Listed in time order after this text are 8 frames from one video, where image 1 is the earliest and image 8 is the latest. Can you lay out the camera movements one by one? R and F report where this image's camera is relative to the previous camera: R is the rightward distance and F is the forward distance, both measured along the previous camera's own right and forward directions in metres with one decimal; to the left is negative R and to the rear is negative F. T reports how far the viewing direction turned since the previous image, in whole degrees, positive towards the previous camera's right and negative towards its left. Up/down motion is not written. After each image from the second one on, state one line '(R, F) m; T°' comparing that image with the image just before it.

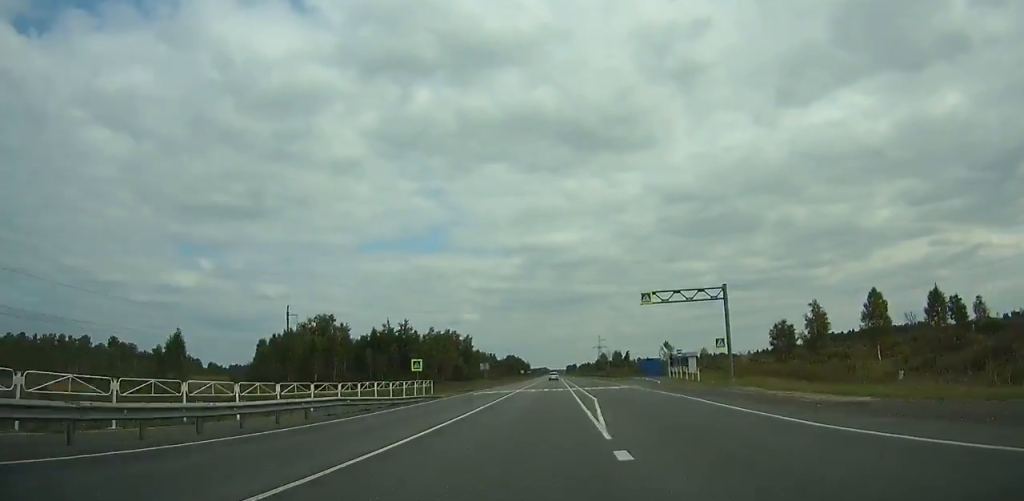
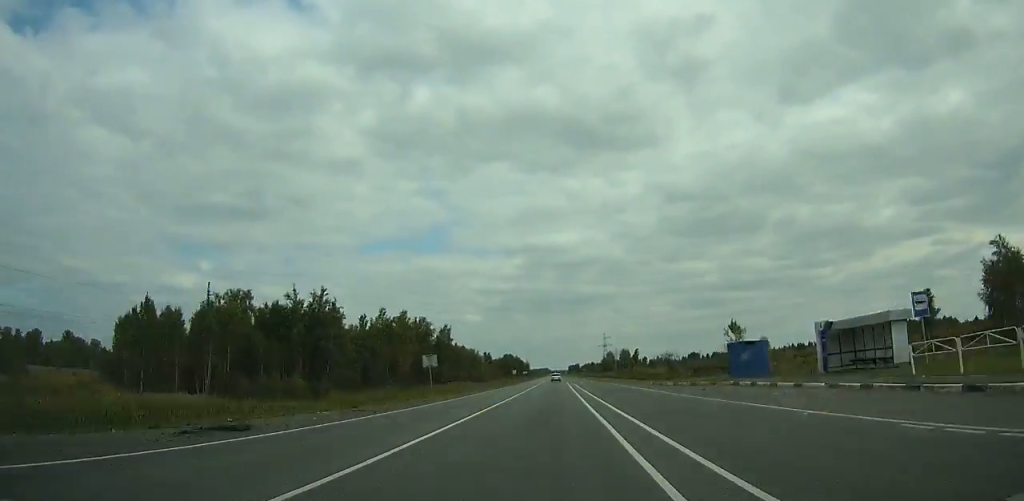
(-0.1, +42.6) m; 0°
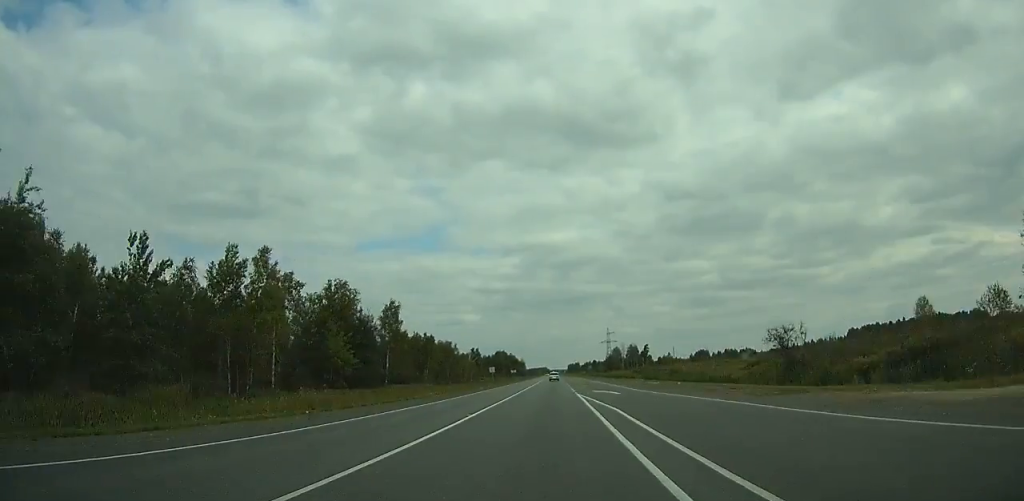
(0.0, +49.7) m; 0°
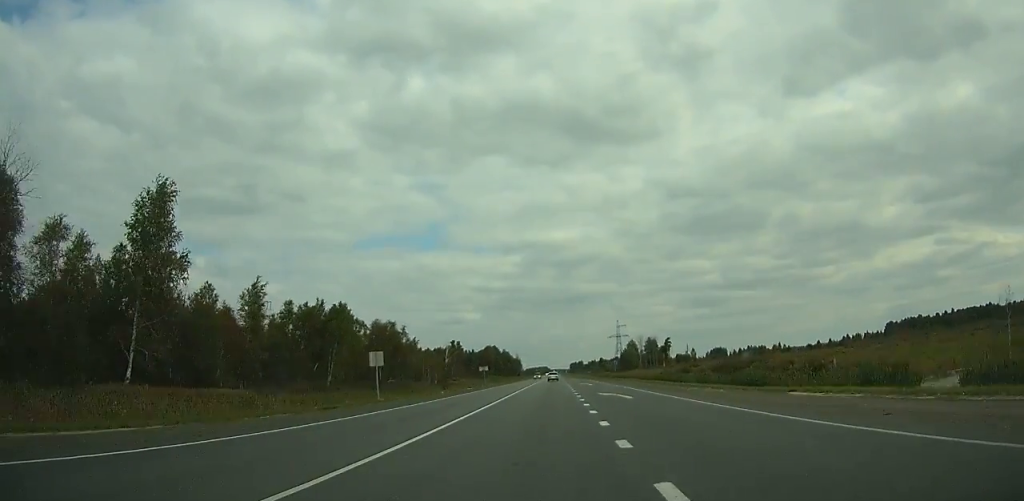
(+0.1, +66.0) m; 0°
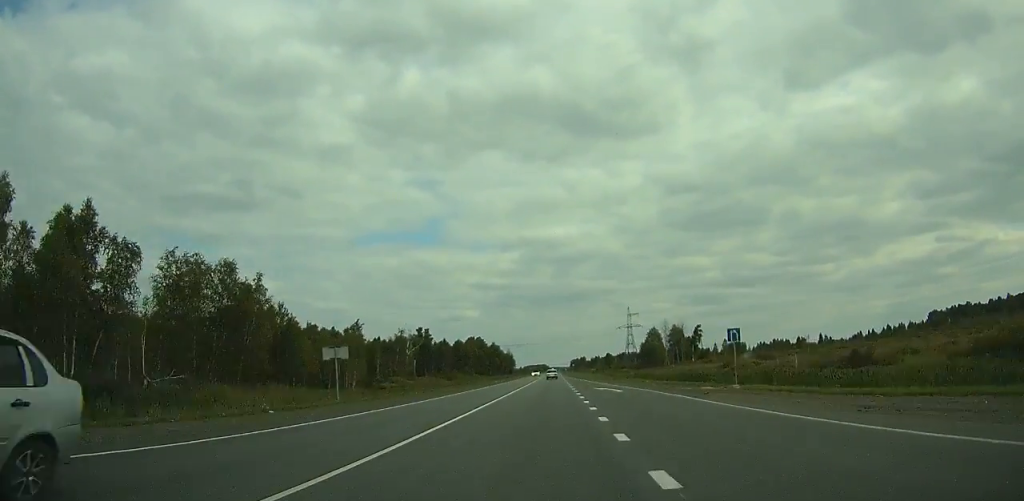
(-0.3, +63.0) m; 0°
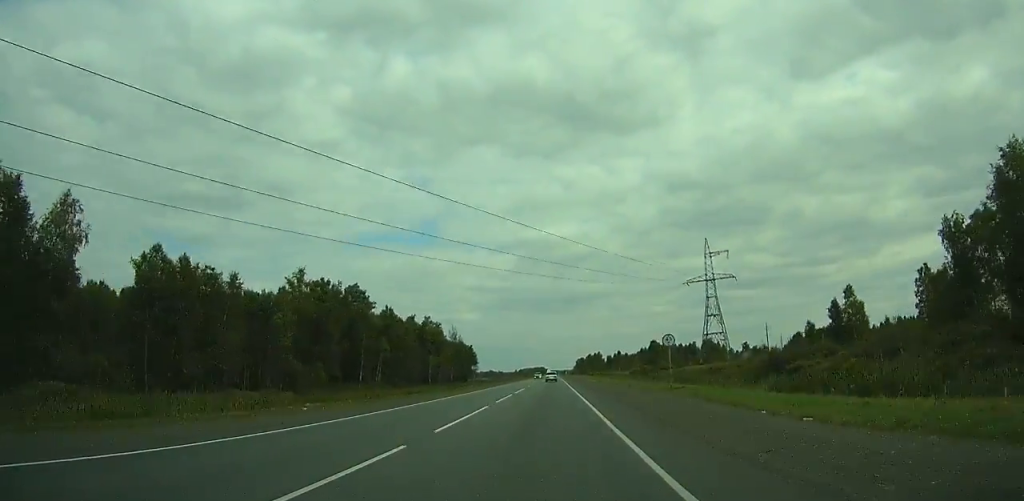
(+0.9, +175.2) m; 0°
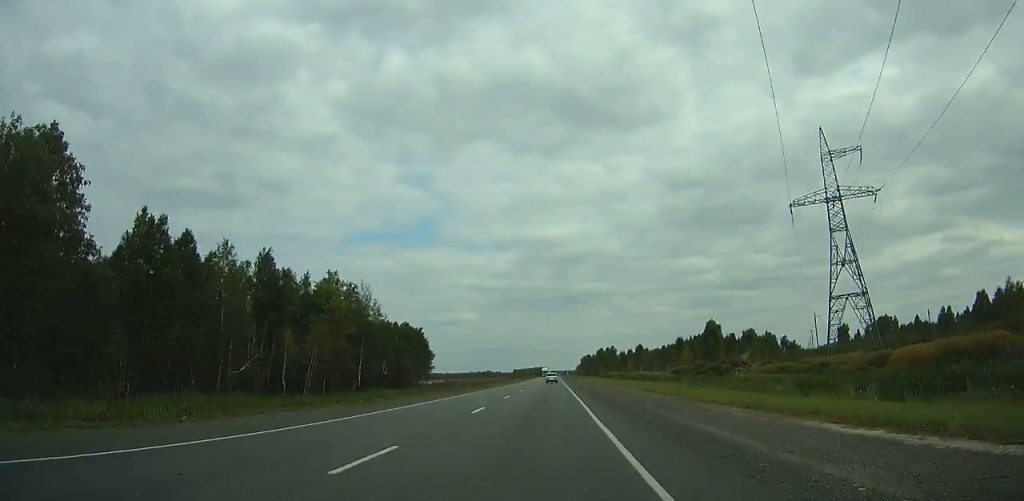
(-0.1, +74.1) m; 0°
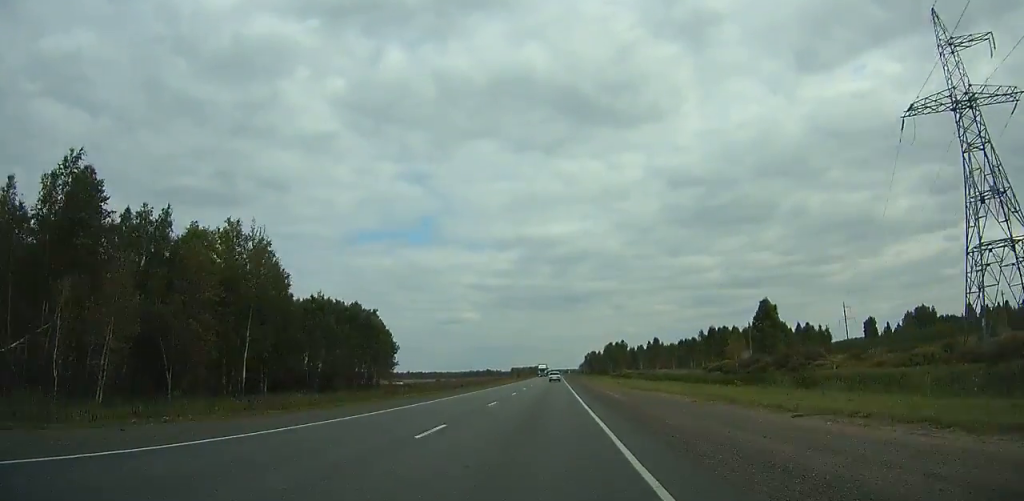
(0.0, +32.6) m; 0°
